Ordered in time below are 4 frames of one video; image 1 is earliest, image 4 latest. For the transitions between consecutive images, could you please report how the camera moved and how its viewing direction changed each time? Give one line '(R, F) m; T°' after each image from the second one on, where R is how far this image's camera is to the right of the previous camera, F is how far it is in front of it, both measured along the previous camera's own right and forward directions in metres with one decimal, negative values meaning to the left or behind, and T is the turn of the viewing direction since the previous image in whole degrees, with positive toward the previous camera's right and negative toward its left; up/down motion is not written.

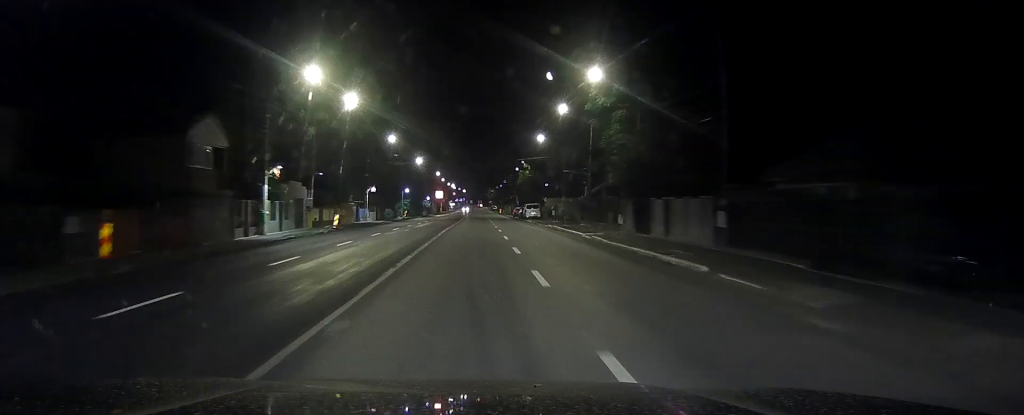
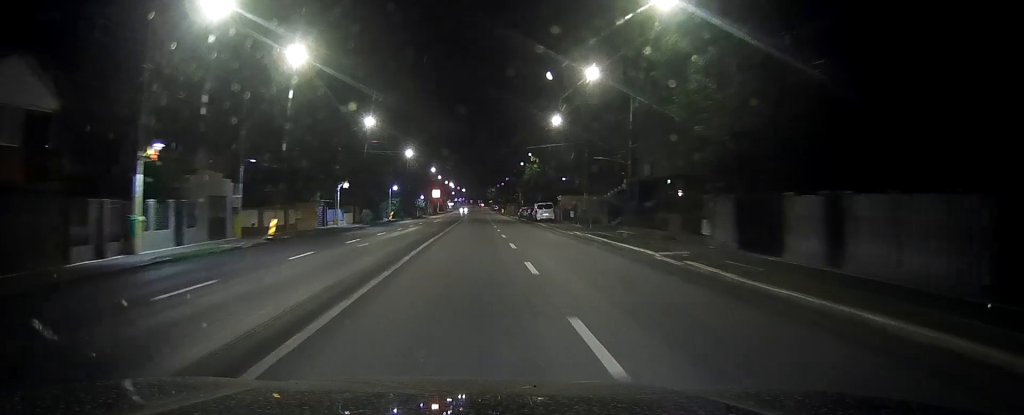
(-0.1, +15.8) m; -1°
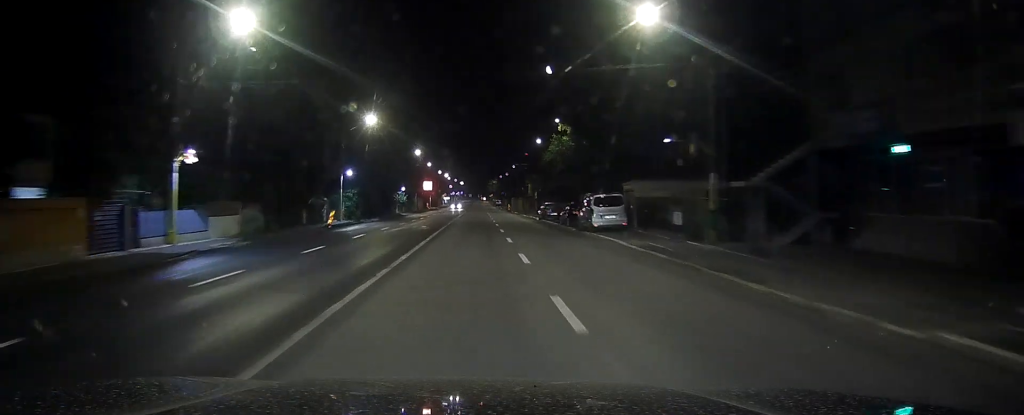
(0.0, +34.0) m; 0°
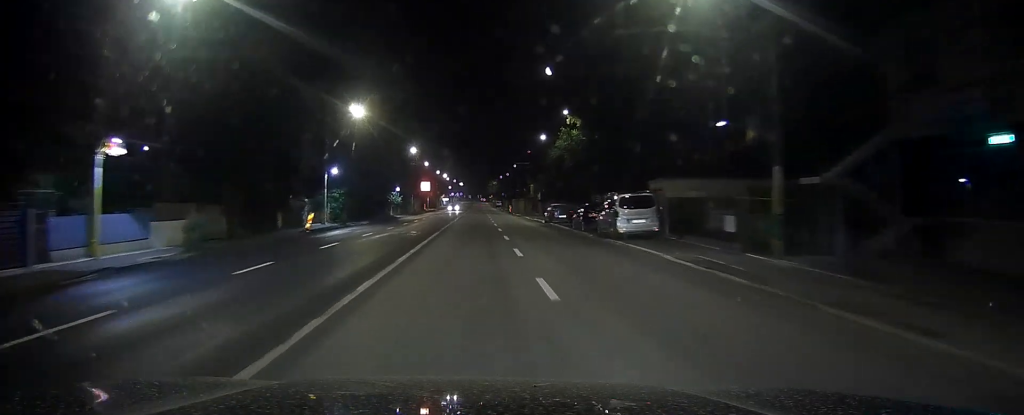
(+0.1, +6.4) m; 0°
